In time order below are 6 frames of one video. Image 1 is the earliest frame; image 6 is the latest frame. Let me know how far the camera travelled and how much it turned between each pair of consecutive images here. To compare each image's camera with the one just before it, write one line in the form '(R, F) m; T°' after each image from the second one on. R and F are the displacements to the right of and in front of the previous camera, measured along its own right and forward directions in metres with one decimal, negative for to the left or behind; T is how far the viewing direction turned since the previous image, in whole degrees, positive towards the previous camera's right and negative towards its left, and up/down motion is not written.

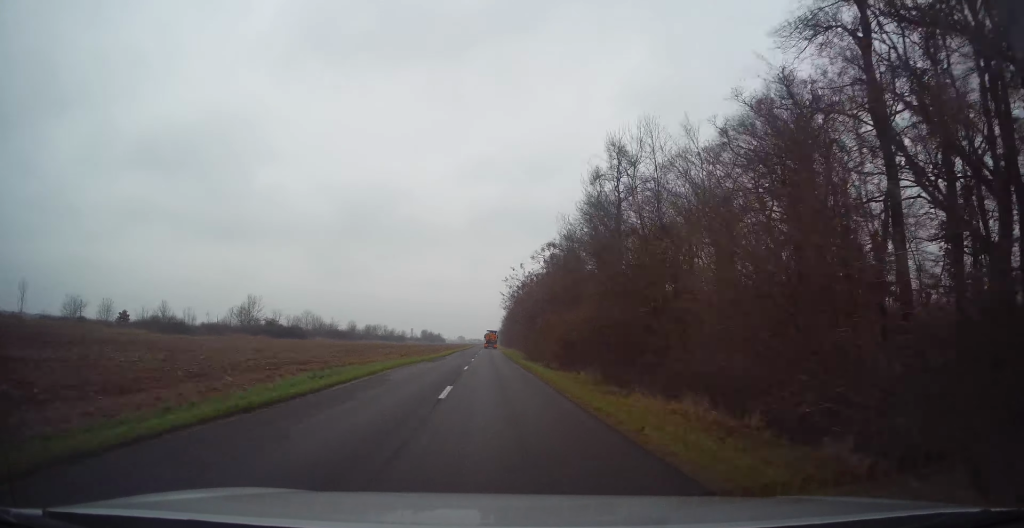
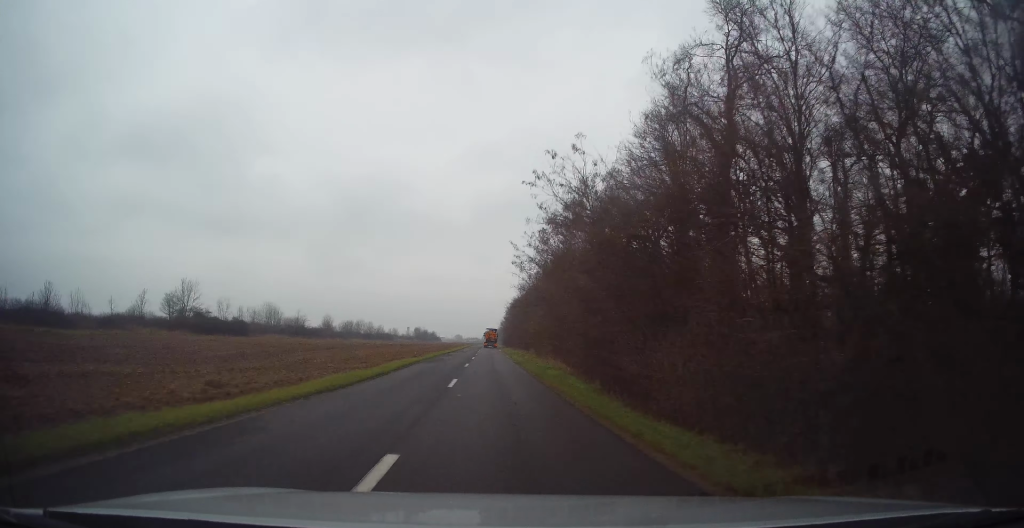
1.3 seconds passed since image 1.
(+0.5, +31.8) m; +1°
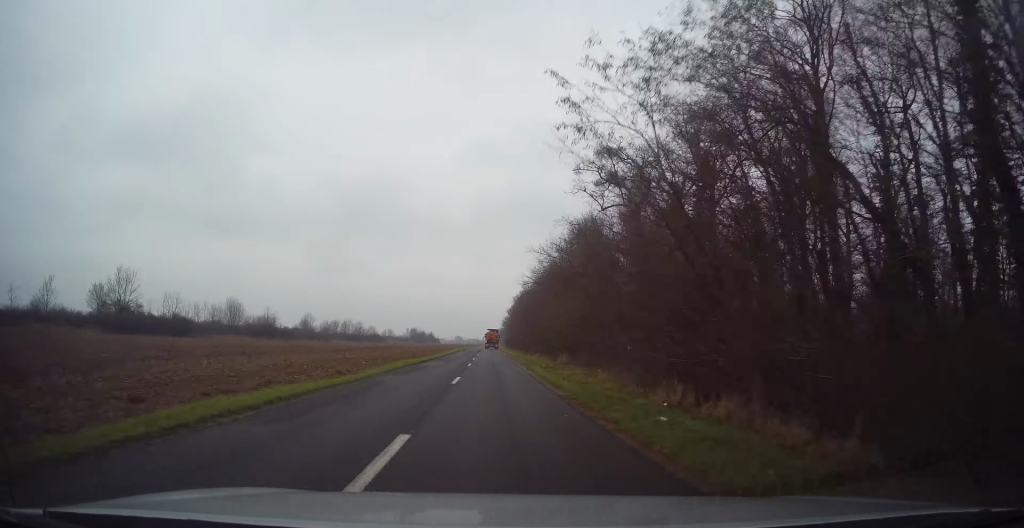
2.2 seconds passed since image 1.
(0.0, +22.1) m; 0°
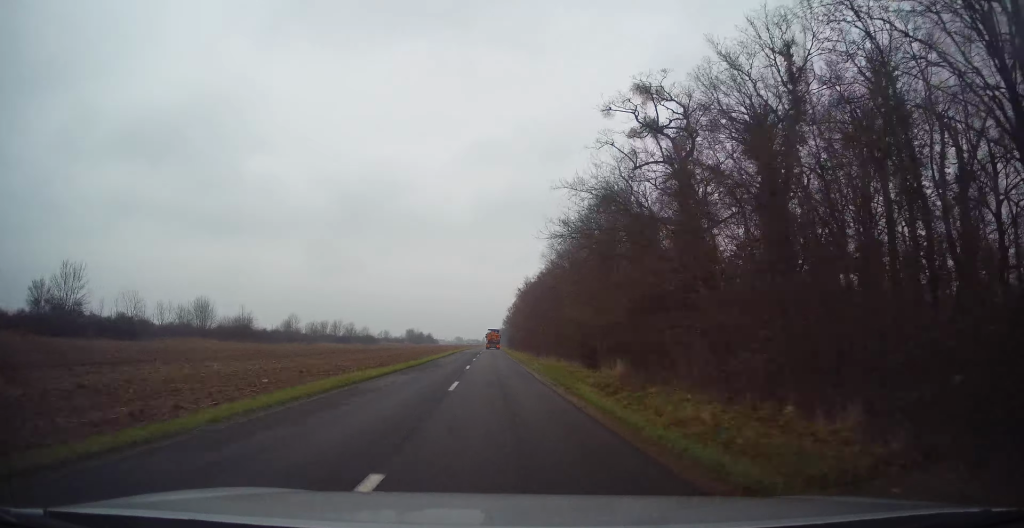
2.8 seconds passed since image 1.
(+0.1, +14.4) m; 0°
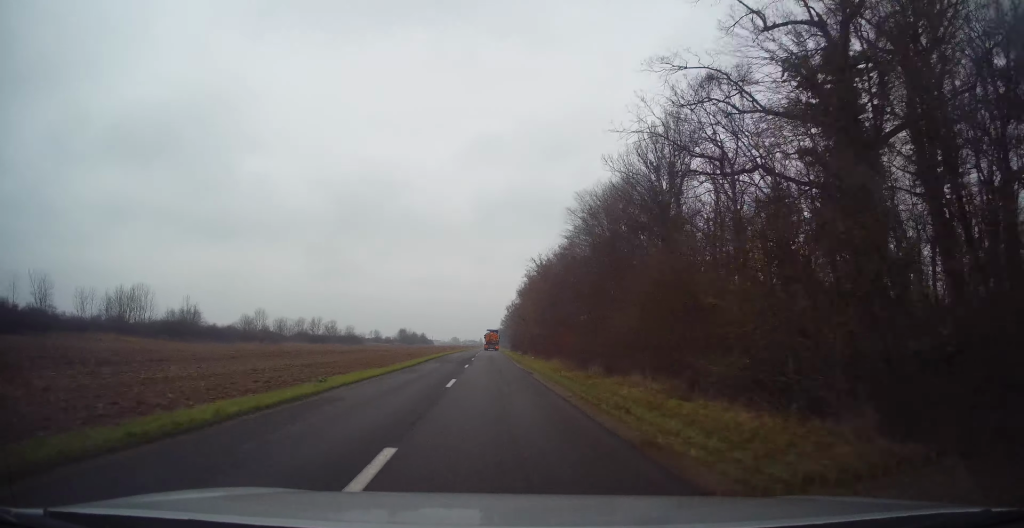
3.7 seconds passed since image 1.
(-0.2, +21.9) m; 0°
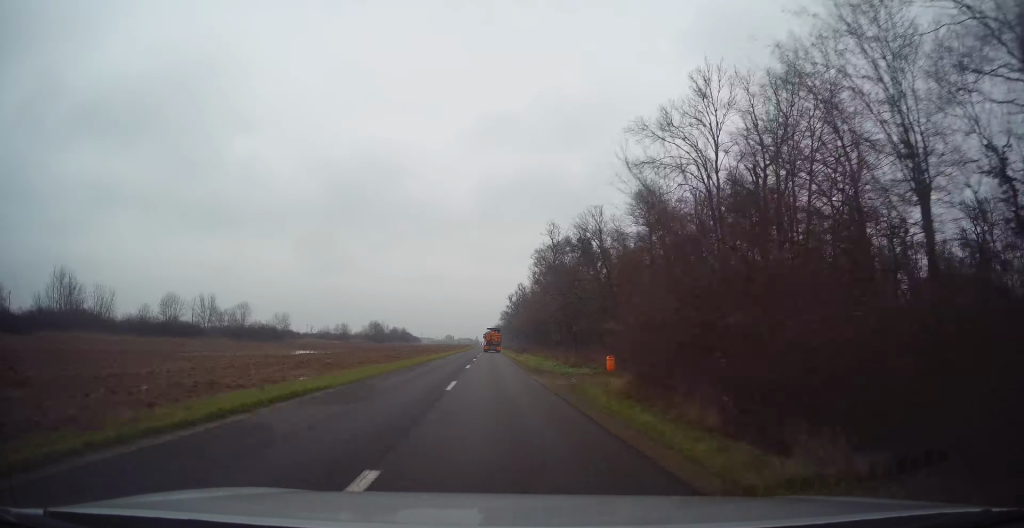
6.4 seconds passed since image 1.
(0.0, +71.9) m; 0°
